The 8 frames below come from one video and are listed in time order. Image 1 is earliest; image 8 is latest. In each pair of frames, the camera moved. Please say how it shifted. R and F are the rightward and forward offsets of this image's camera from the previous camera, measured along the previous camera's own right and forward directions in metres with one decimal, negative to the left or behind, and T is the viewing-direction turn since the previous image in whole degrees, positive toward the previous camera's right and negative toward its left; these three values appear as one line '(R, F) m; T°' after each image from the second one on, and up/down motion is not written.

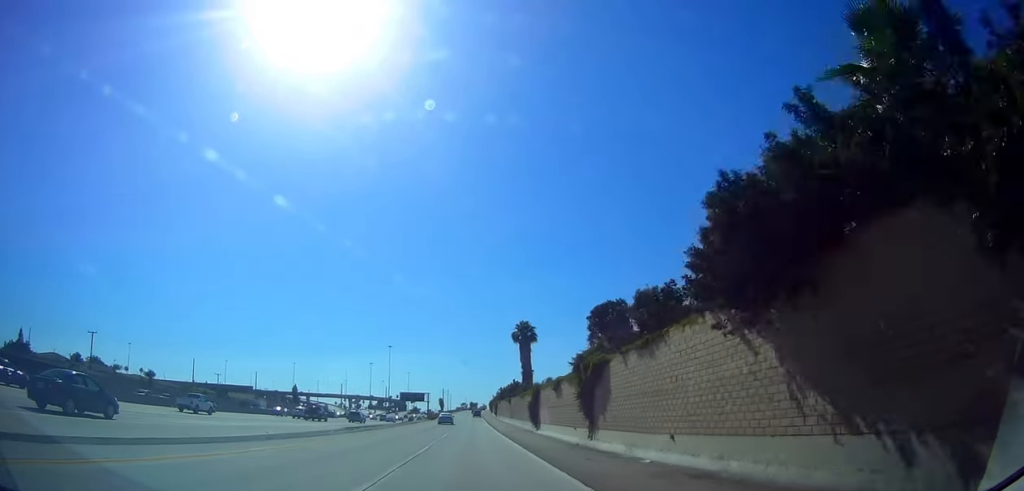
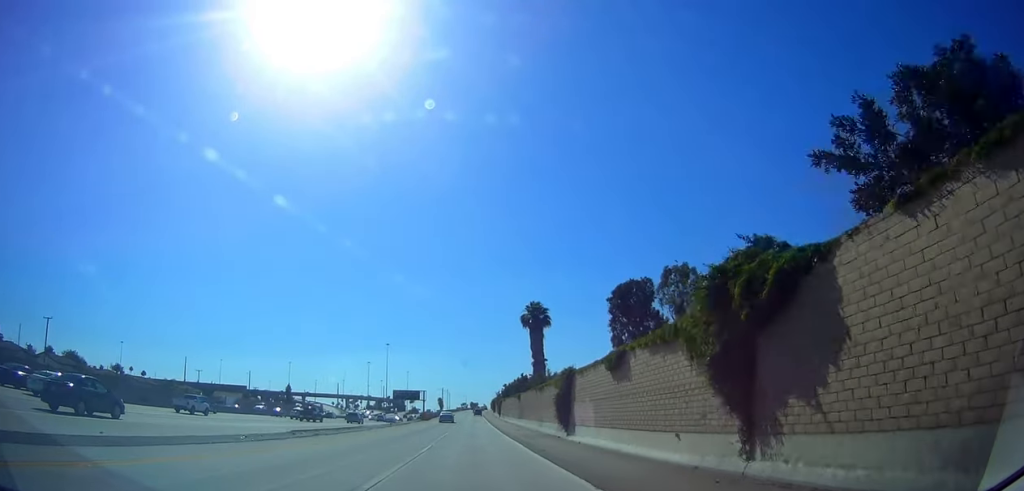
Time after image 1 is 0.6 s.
(+0.2, +14.3) m; -1°
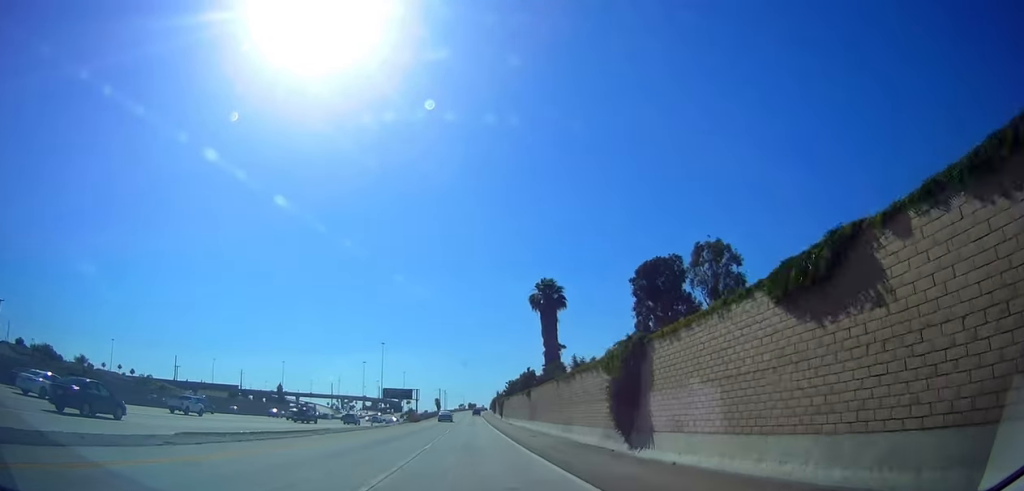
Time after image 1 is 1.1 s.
(-0.5, +12.9) m; -1°
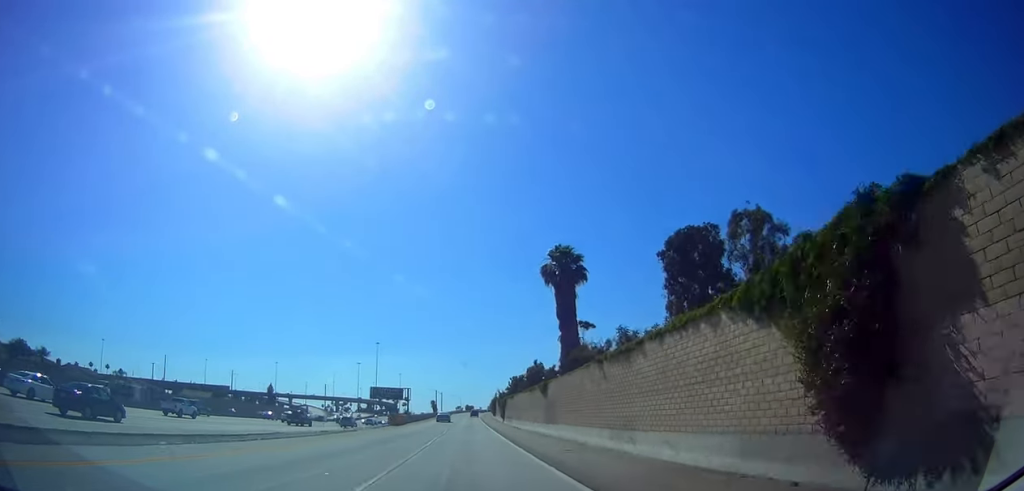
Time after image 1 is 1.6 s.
(-0.2, +12.2) m; 0°
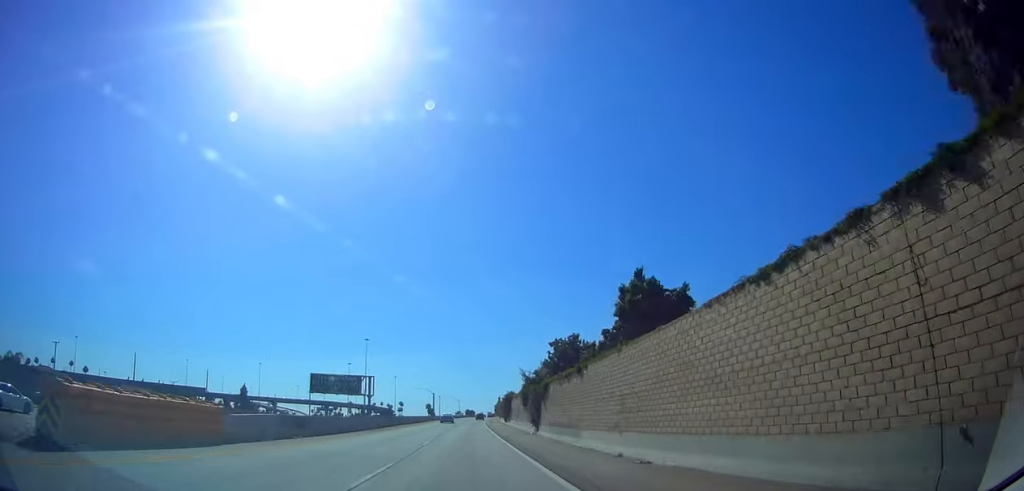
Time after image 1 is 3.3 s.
(+1.2, +42.2) m; +3°
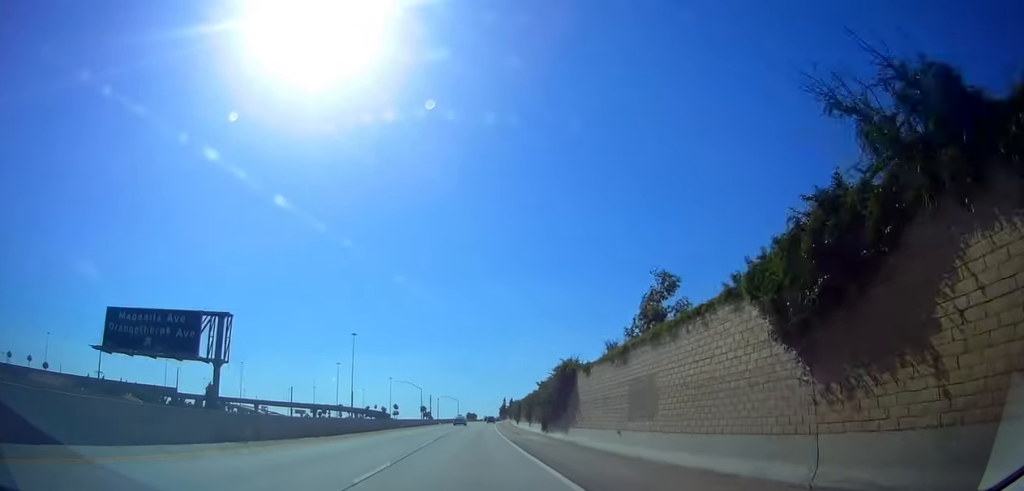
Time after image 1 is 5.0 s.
(+0.1, +43.1) m; 0°
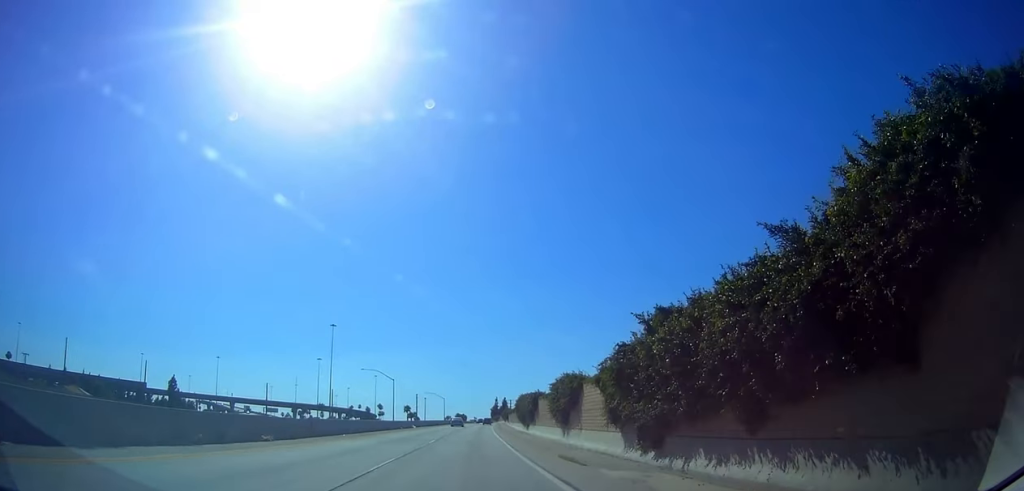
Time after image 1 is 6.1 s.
(0.0, +26.3) m; 0°
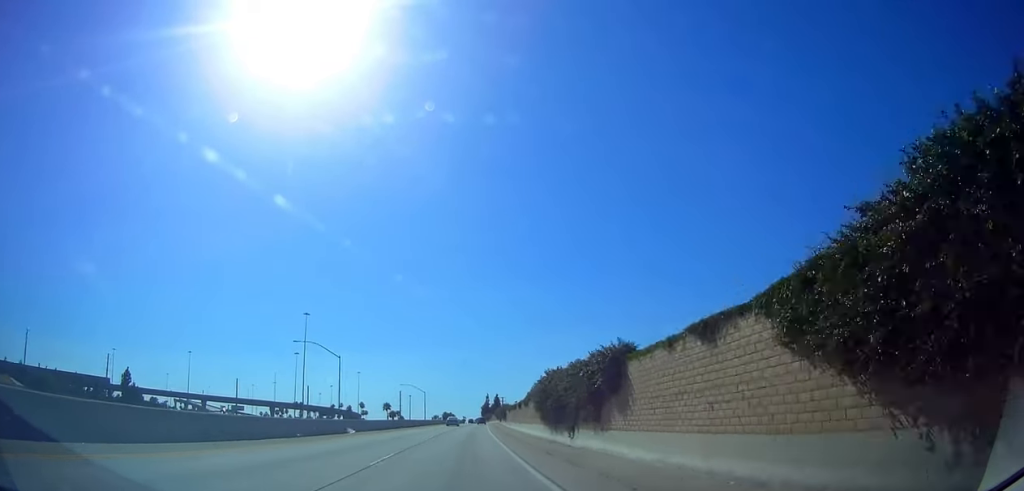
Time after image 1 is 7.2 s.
(0.0, +28.2) m; 0°
